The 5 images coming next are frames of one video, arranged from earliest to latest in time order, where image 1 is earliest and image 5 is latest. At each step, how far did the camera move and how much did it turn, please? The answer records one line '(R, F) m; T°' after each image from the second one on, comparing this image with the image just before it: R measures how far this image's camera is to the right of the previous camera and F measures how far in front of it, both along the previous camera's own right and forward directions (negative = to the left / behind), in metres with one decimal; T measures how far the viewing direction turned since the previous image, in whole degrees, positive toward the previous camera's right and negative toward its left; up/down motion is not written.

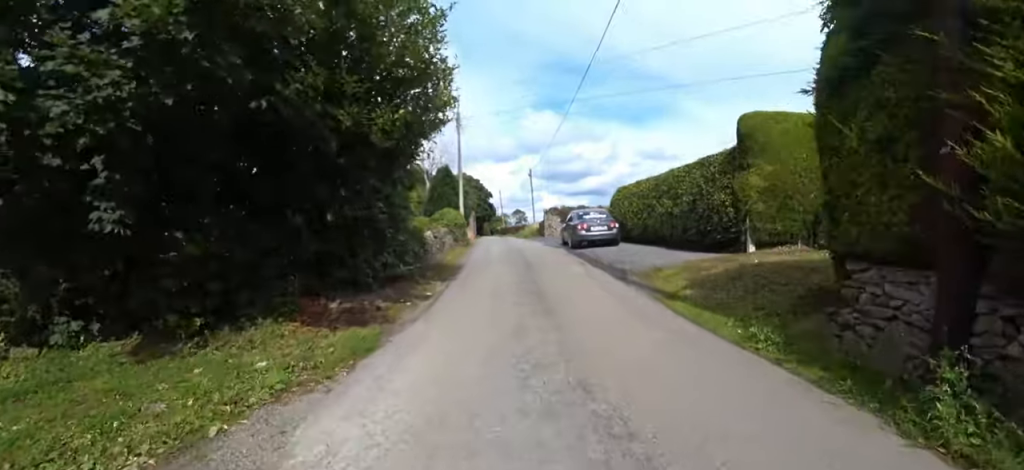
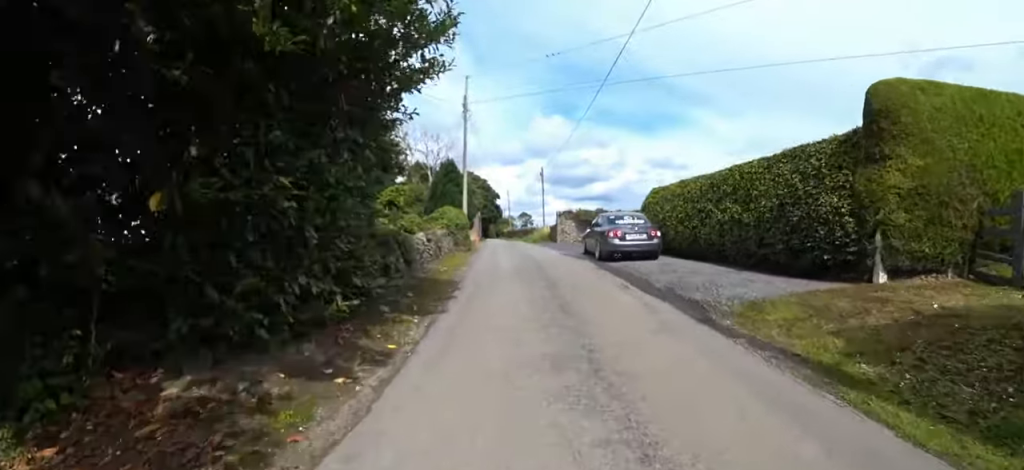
(-0.1, +3.5) m; 0°
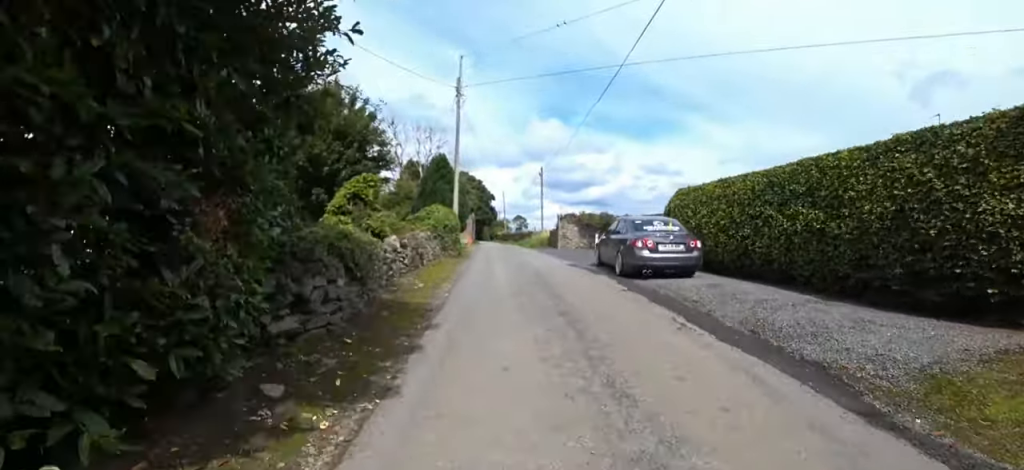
(+0.1, +2.9) m; +1°
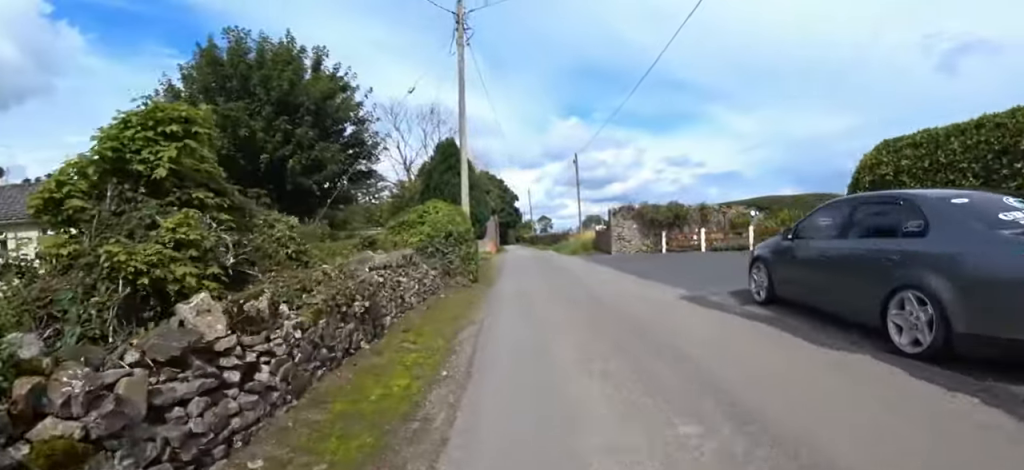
(+0.1, +7.6) m; -2°
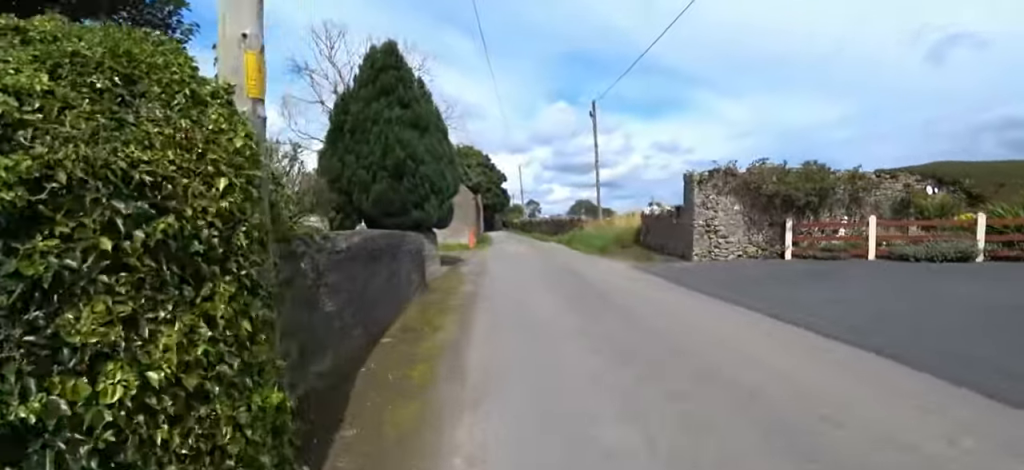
(+0.8, +11.4) m; +3°
